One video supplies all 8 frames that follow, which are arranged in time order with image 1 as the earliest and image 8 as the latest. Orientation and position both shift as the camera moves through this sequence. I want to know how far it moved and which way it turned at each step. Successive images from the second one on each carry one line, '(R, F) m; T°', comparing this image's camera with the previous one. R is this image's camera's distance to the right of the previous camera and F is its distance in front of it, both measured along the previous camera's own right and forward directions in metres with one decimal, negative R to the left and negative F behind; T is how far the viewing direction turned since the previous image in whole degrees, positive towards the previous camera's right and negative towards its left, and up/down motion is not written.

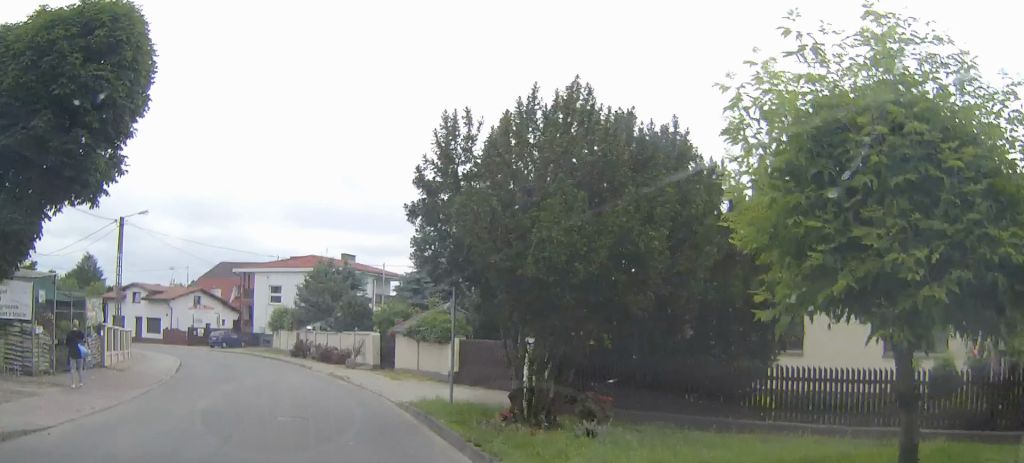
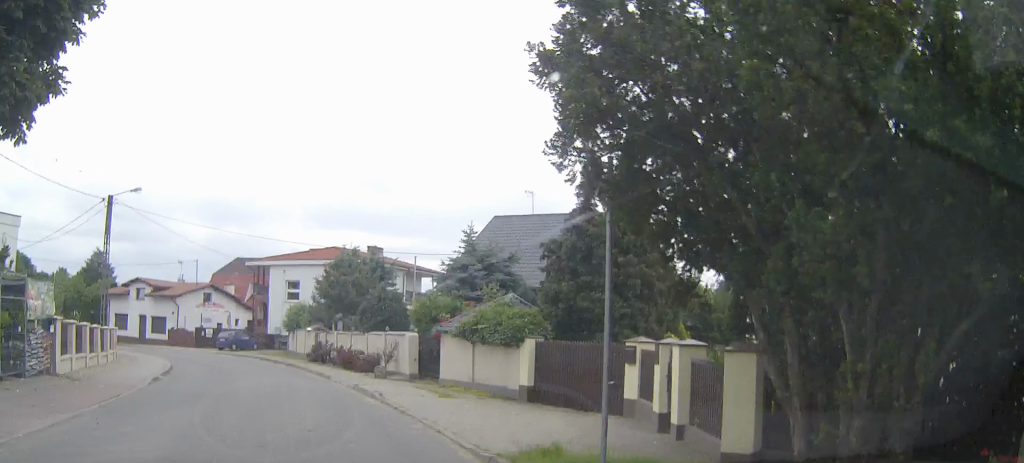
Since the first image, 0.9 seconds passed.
(-0.2, +6.7) m; -1°
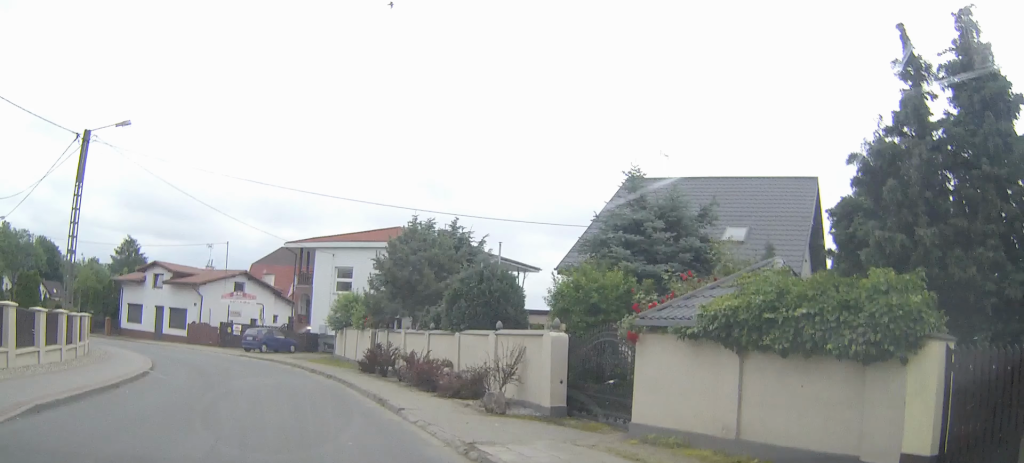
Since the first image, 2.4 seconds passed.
(+0.1, +12.1) m; -3°
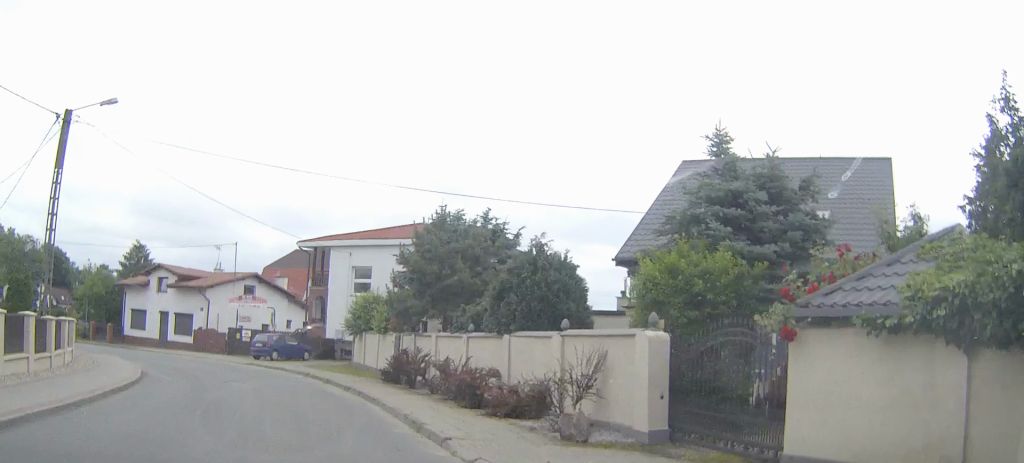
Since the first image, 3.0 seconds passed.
(-0.2, +3.9) m; -4°
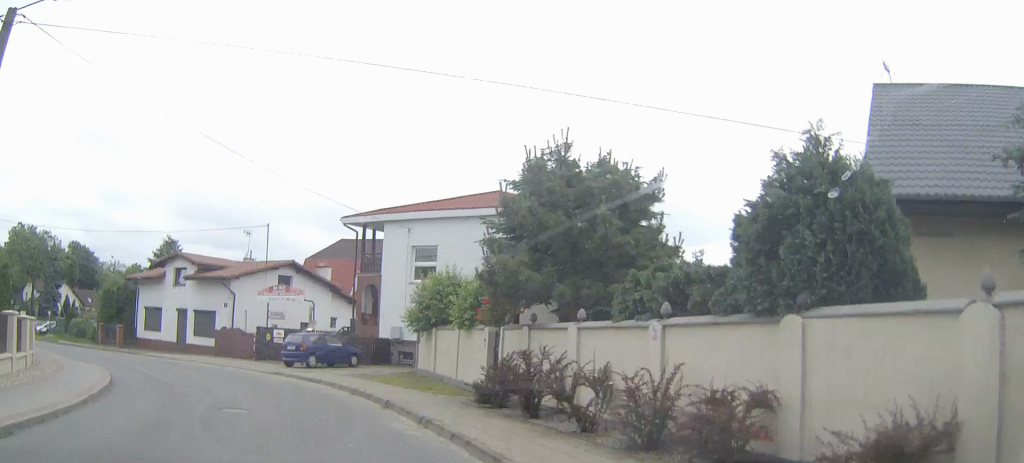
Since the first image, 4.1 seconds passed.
(-0.6, +8.7) m; -6°
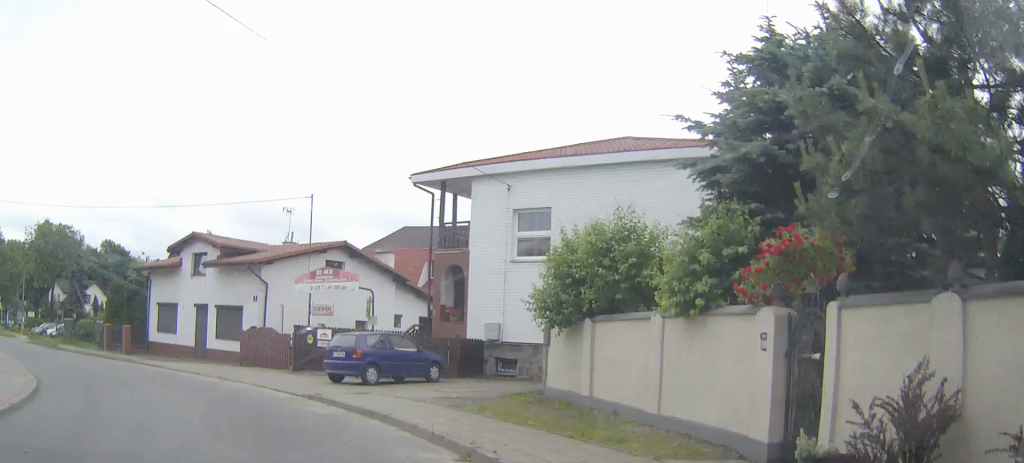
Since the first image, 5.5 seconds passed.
(-0.5, +10.3) m; -6°
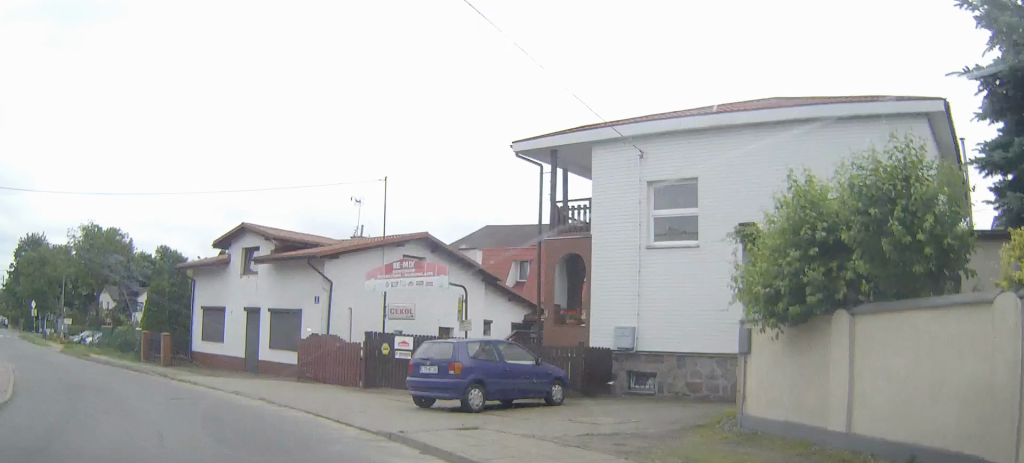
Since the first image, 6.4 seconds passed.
(-0.2, +6.0) m; -4°
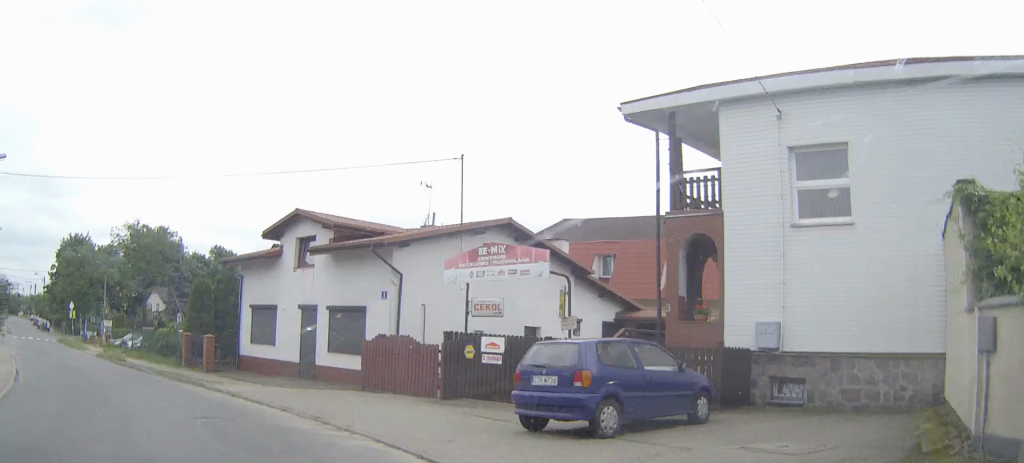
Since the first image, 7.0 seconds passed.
(-0.2, +4.1) m; -5°
